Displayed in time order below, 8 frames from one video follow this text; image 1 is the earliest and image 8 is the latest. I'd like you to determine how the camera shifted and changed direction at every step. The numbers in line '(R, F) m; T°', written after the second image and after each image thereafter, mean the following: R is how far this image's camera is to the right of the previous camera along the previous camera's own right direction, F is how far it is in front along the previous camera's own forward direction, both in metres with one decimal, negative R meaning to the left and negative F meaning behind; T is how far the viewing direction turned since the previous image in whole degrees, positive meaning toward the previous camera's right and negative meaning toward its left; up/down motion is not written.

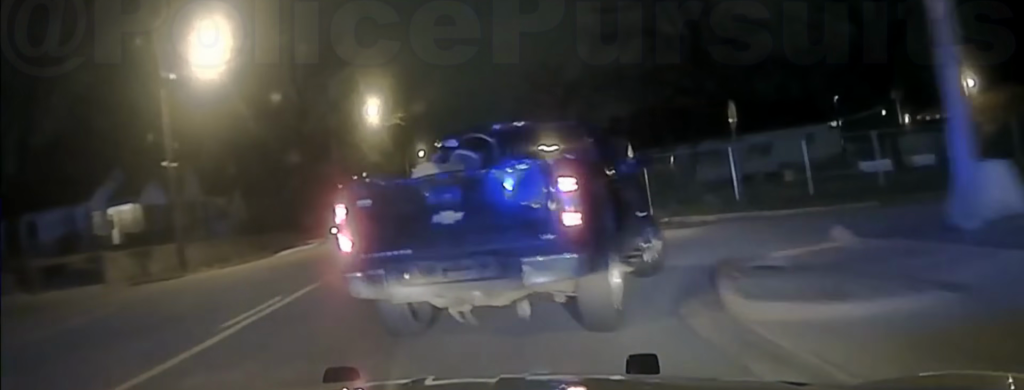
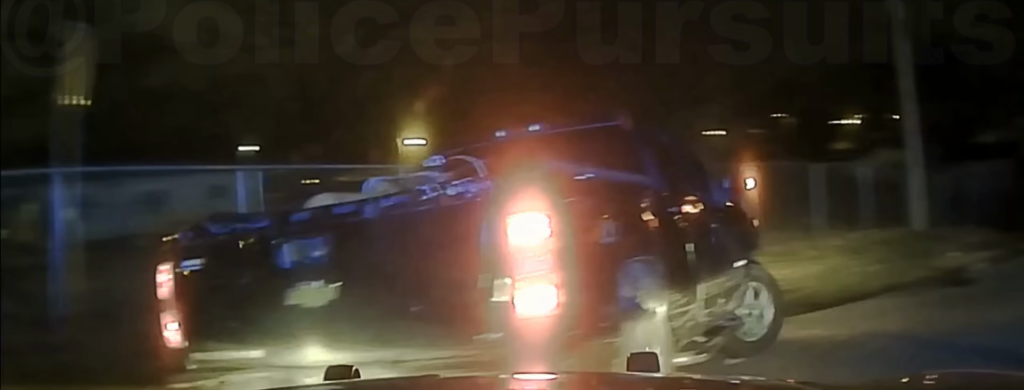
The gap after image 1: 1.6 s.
(+3.3, +23.1) m; +35°
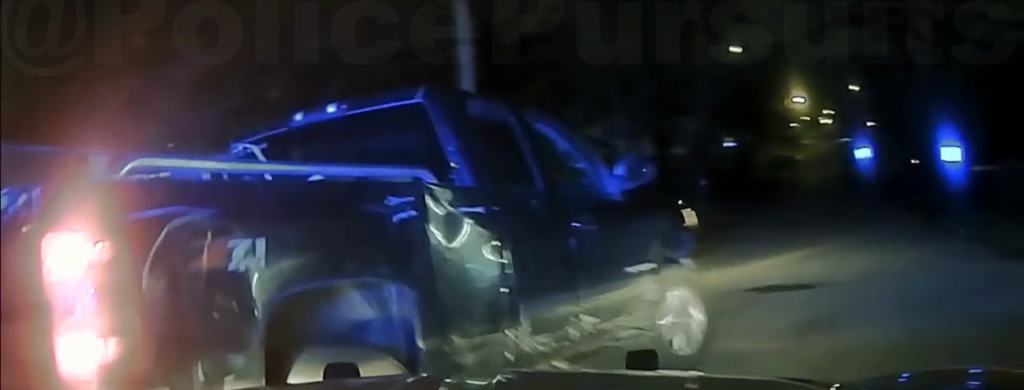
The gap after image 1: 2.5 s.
(+2.2, +5.8) m; +35°
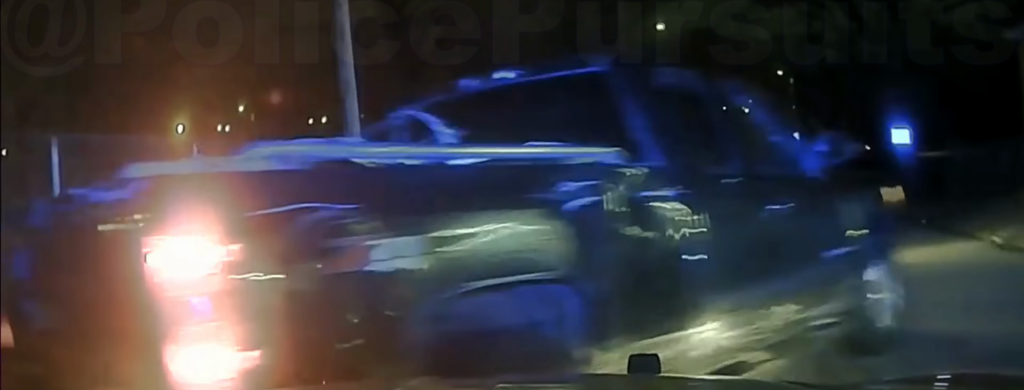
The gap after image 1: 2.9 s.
(+0.7, +3.1) m; +20°
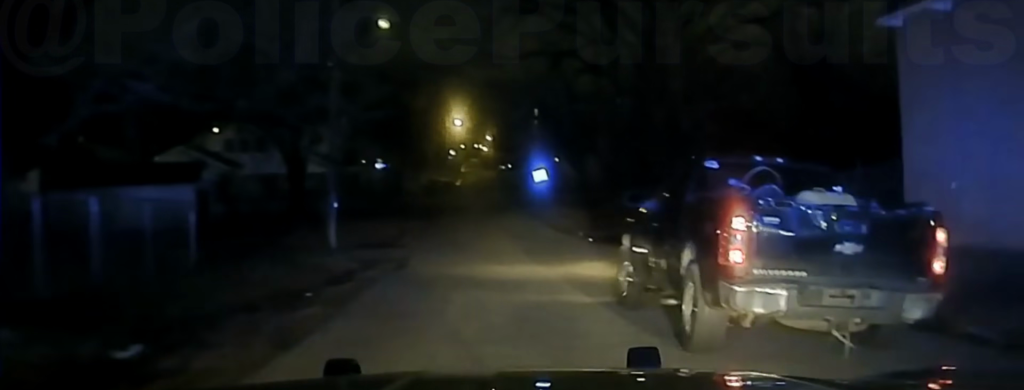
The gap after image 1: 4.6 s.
(+1.8, +10.8) m; +3°
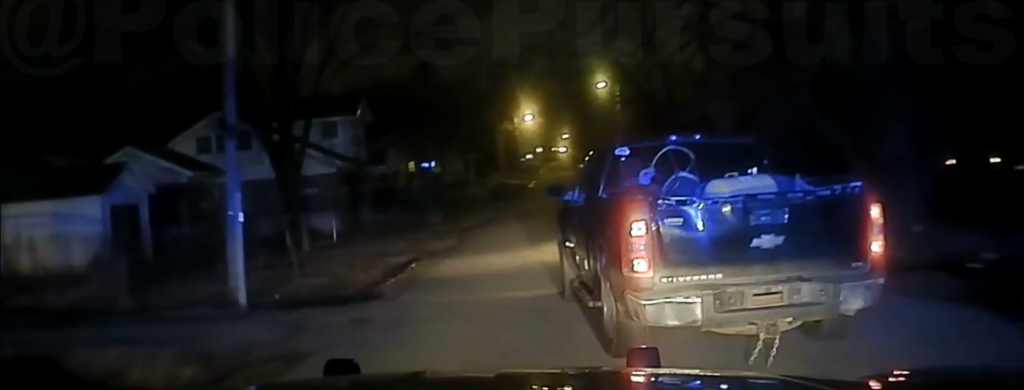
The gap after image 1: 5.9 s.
(-1.6, +14.2) m; -10°
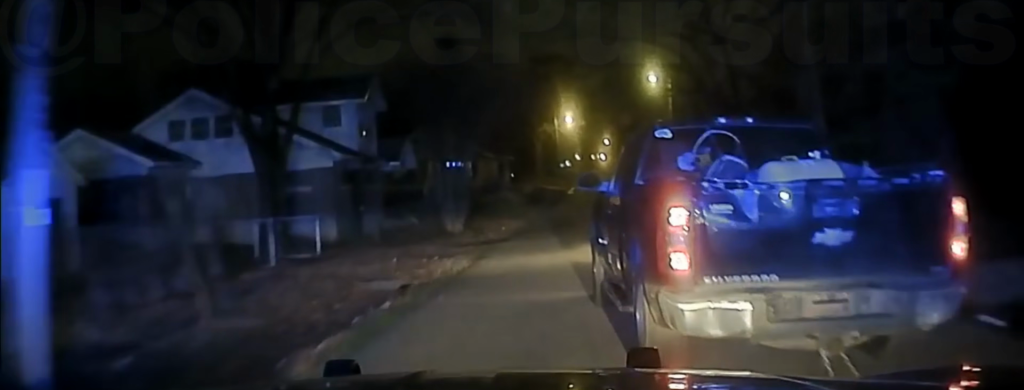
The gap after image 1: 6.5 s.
(-0.1, +6.6) m; -1°
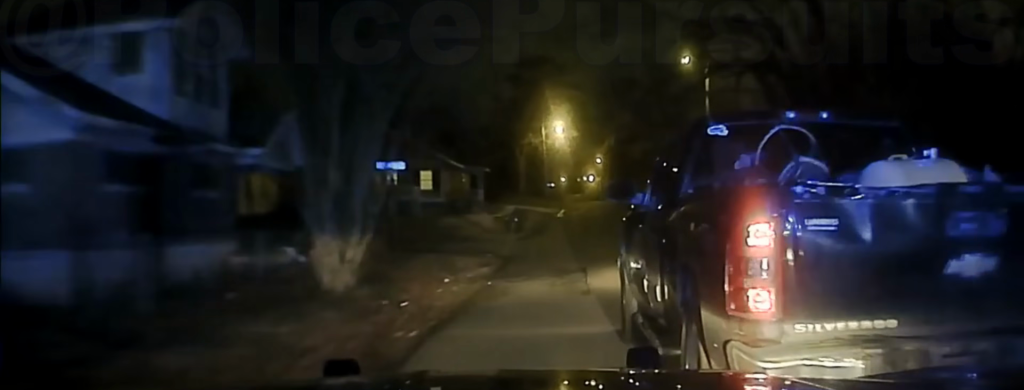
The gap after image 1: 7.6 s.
(-0.2, +14.6) m; 0°
